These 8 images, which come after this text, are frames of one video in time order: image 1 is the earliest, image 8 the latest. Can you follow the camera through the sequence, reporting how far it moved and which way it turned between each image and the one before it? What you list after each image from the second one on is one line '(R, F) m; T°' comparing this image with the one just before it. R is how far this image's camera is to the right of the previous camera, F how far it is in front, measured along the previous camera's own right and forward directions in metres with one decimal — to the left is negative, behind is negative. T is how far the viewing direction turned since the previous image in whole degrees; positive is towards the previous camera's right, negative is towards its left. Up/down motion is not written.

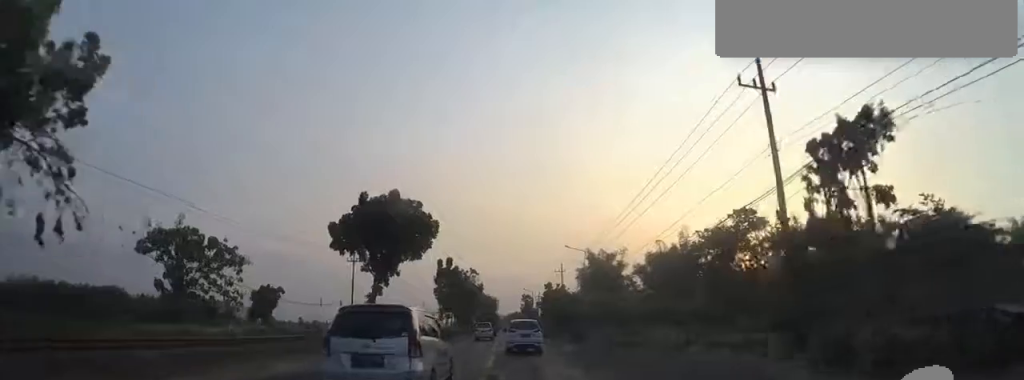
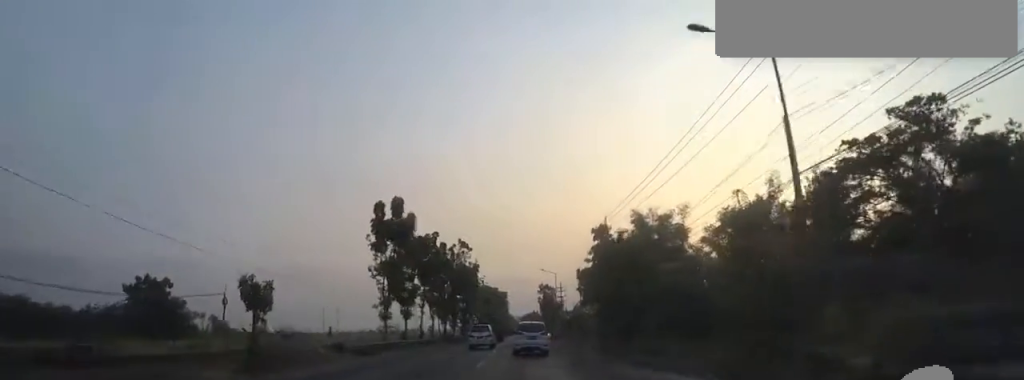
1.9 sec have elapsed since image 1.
(-0.9, +31.7) m; -2°
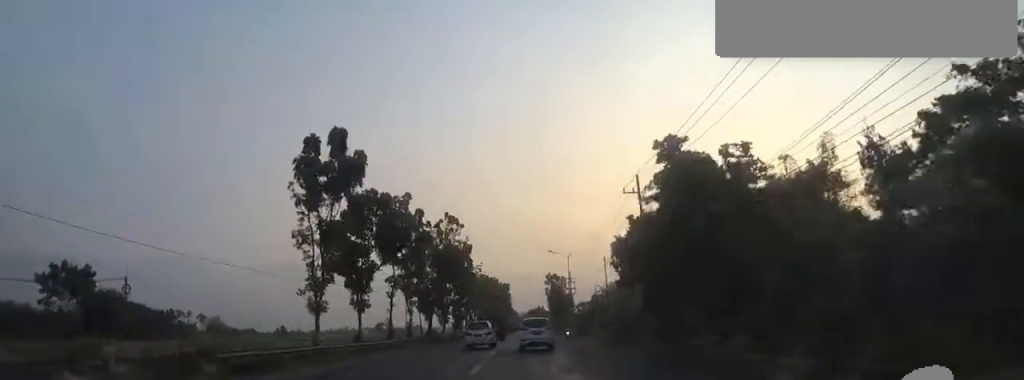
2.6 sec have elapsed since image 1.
(+0.3, +12.1) m; 0°
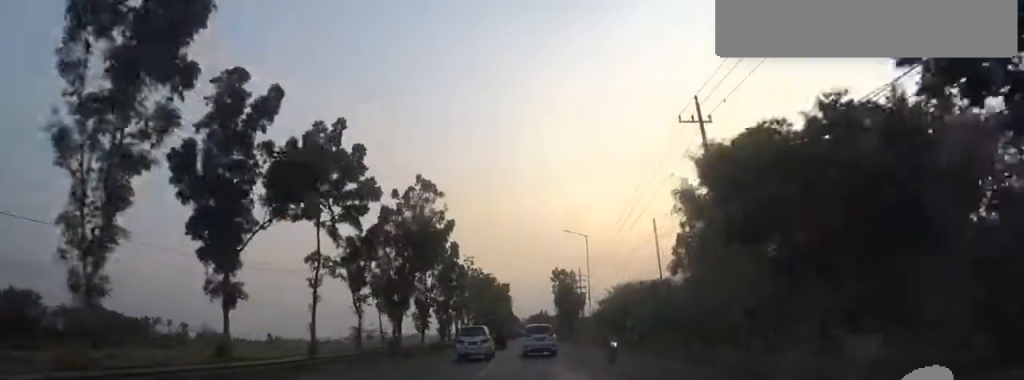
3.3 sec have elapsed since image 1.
(-0.3, +12.8) m; -1°
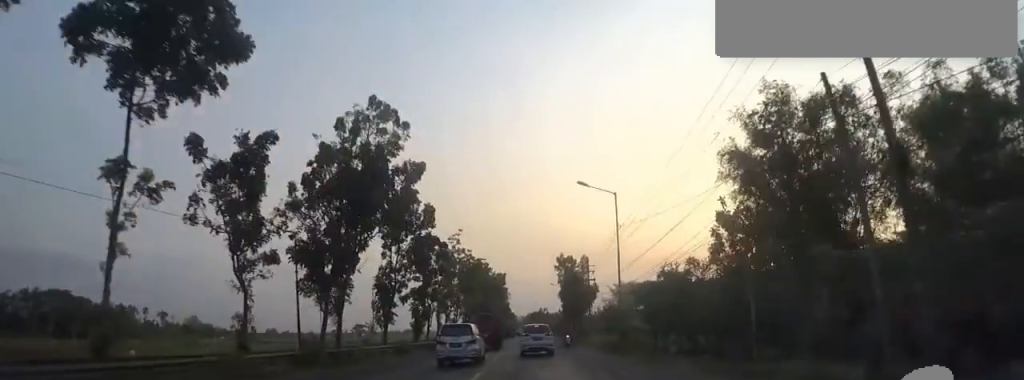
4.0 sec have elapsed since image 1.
(-0.1, +11.0) m; 0°
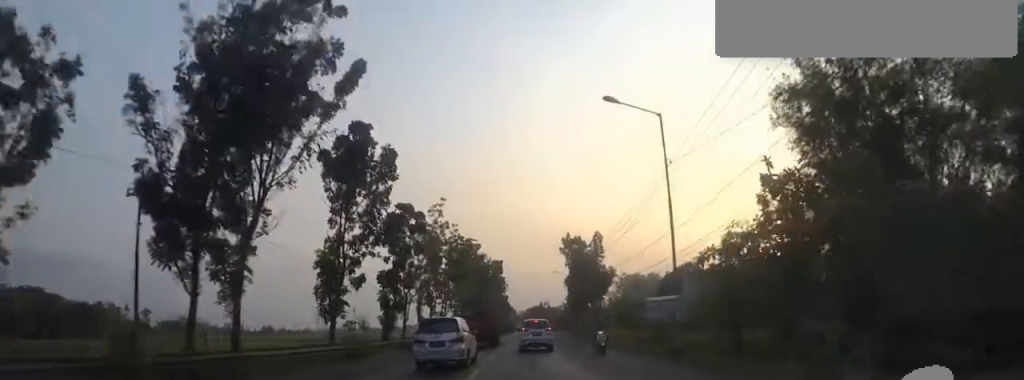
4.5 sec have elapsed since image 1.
(-0.1, +8.7) m; +1°
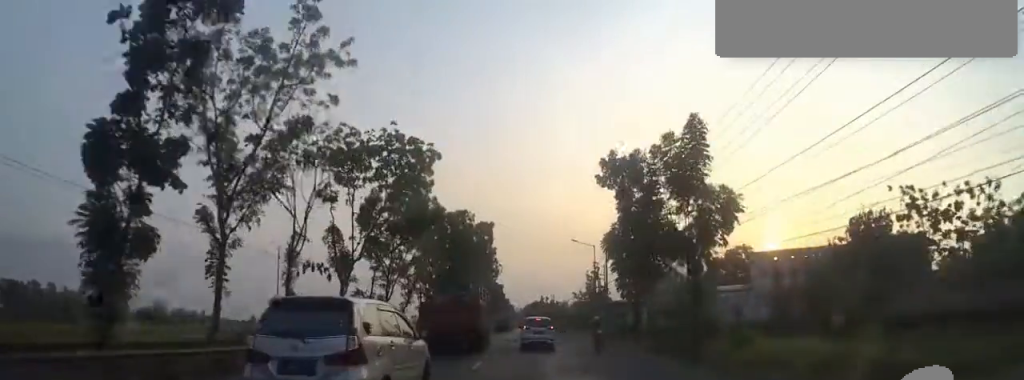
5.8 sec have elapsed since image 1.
(+0.2, +21.8) m; -1°
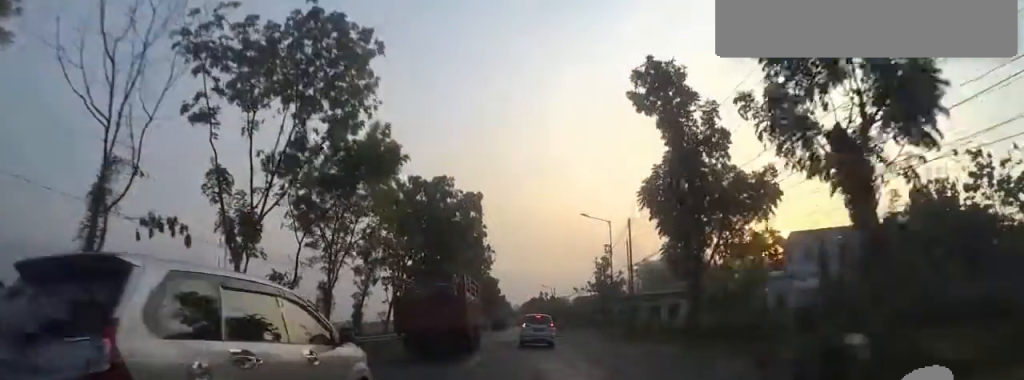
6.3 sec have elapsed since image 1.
(-0.6, +8.2) m; +2°
